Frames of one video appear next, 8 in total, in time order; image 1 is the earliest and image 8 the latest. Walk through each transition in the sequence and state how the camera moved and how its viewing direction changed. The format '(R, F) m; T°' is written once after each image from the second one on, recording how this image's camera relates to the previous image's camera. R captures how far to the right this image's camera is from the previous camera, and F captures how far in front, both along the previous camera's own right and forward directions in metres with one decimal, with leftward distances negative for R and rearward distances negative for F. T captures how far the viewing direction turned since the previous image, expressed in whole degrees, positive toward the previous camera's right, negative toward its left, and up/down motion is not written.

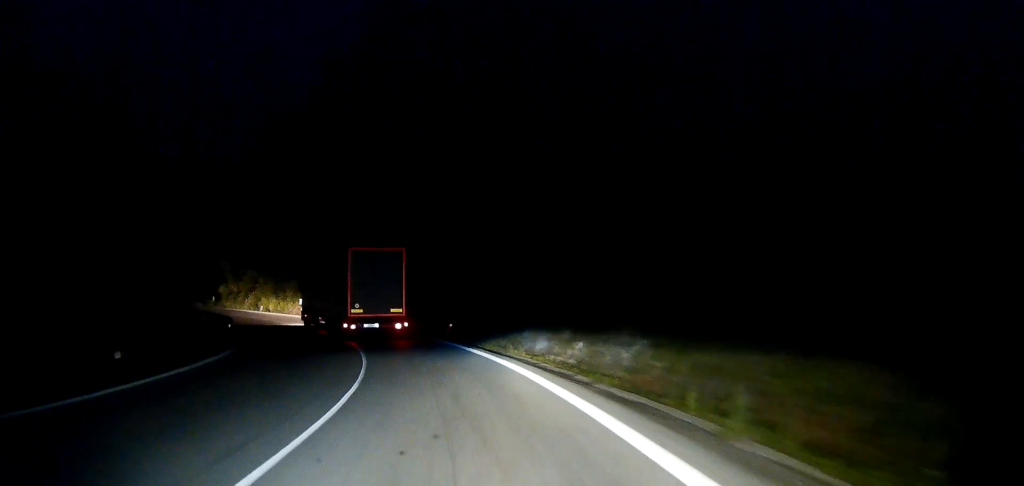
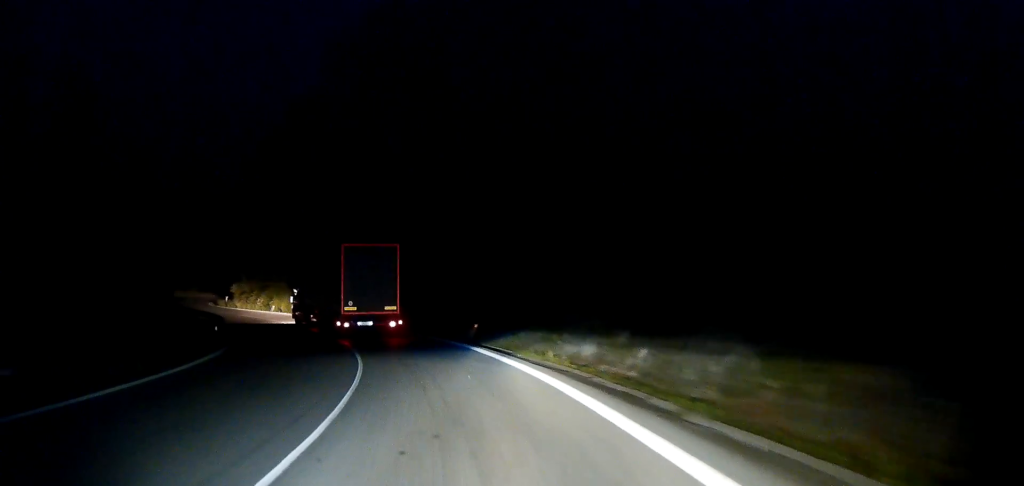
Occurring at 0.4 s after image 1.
(-0.1, +5.2) m; -2°
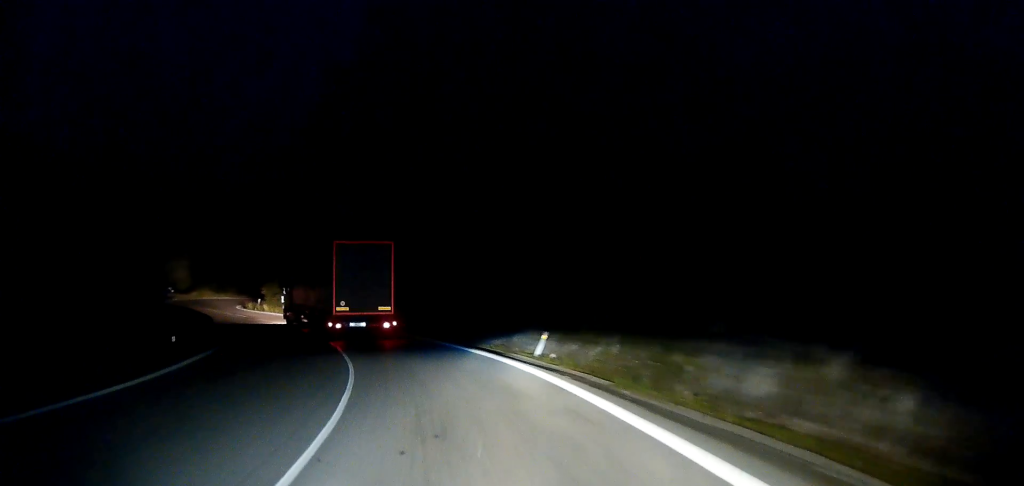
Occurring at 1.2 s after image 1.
(-0.2, +9.1) m; -3°
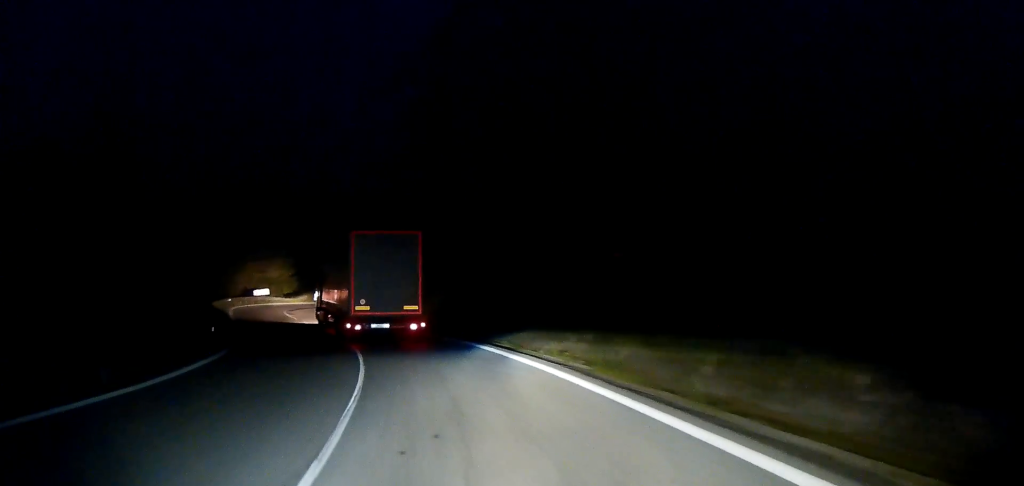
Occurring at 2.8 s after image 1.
(-1.8, +19.1) m; -11°
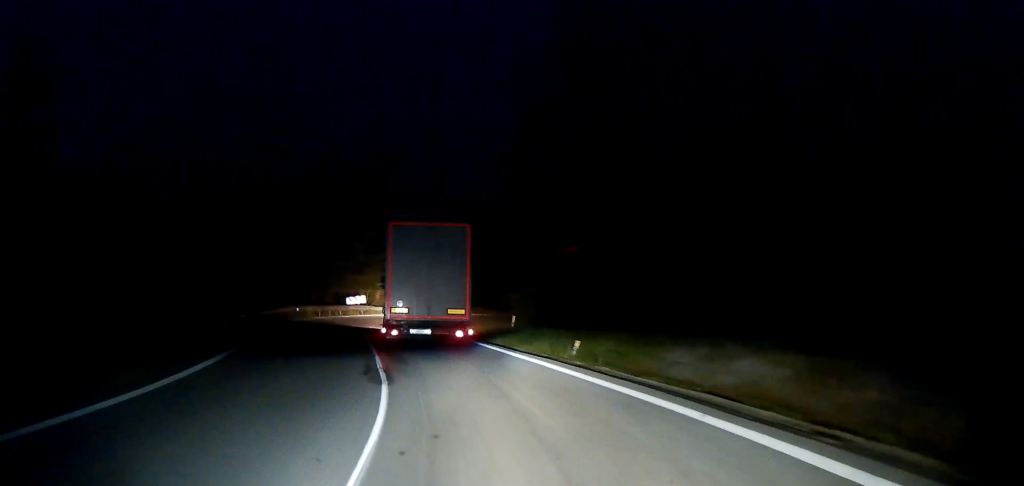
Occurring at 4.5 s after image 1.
(-1.6, +18.4) m; -10°
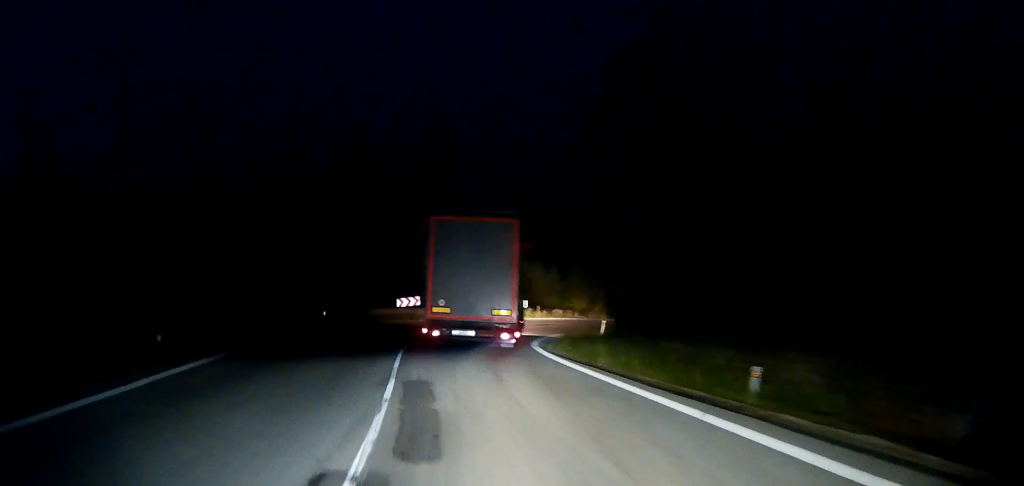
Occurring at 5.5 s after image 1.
(-0.6, +10.7) m; -5°
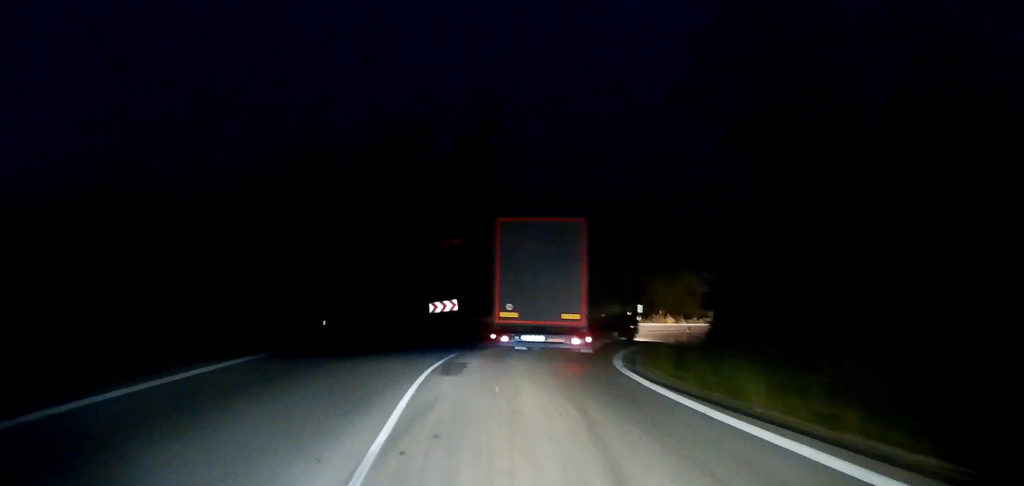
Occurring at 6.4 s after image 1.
(-0.3, +9.2) m; -2°
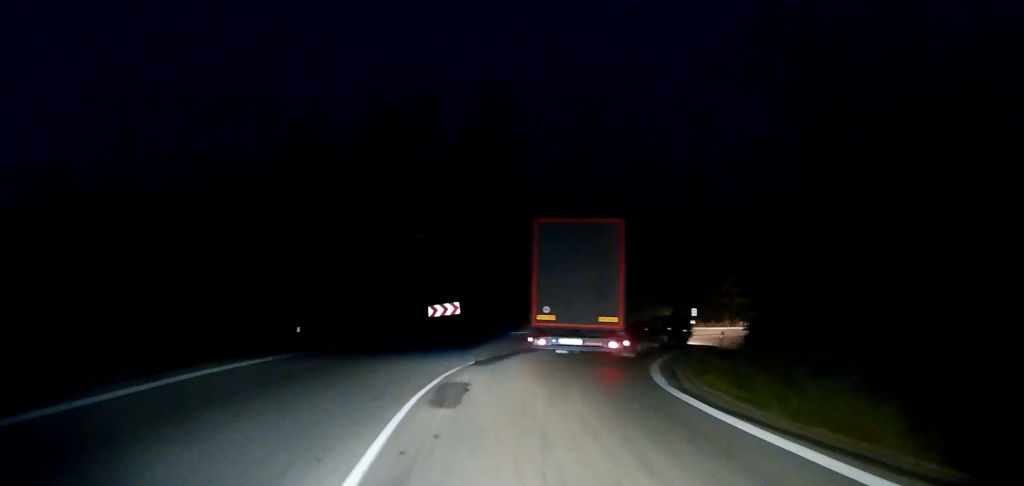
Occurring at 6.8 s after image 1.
(-0.1, +4.3) m; +2°
